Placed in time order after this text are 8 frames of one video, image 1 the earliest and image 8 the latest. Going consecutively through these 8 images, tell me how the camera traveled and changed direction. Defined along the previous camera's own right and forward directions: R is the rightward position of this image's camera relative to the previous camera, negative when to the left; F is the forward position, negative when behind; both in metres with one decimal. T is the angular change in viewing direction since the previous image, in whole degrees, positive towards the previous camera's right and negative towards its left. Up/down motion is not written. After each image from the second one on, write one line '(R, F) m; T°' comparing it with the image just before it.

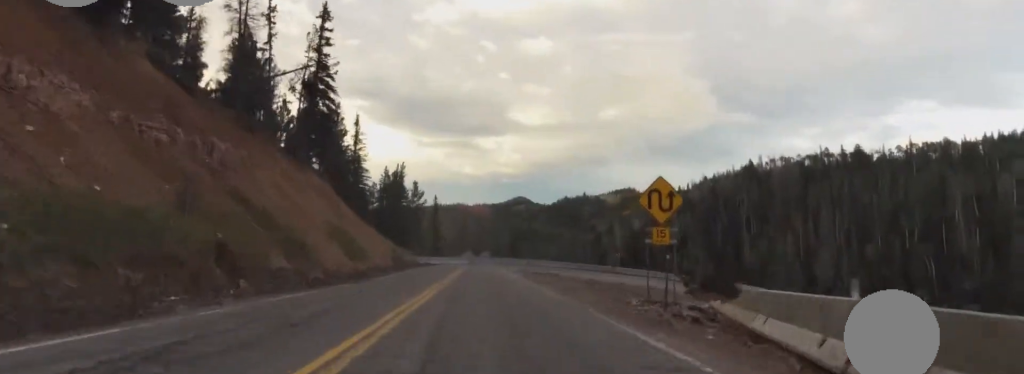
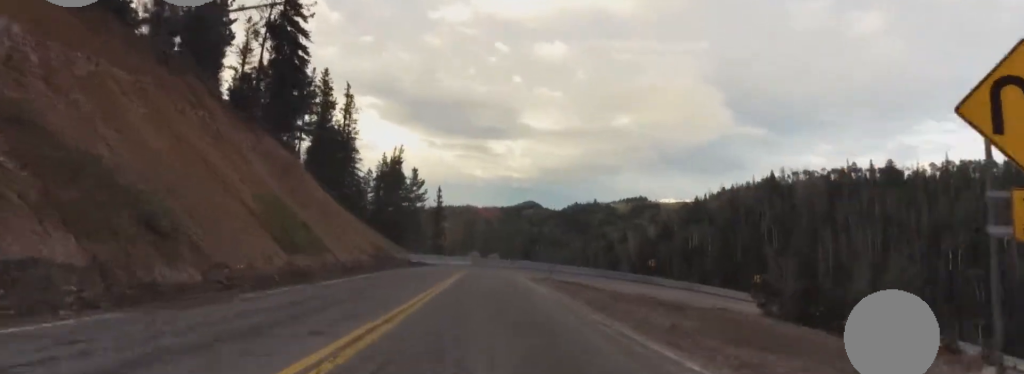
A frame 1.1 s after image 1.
(+0.4, +13.6) m; +1°
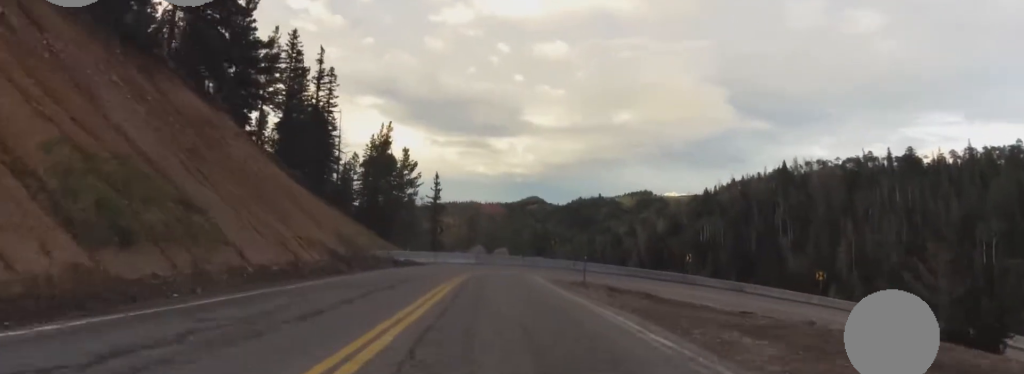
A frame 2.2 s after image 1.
(-0.4, +12.8) m; -5°
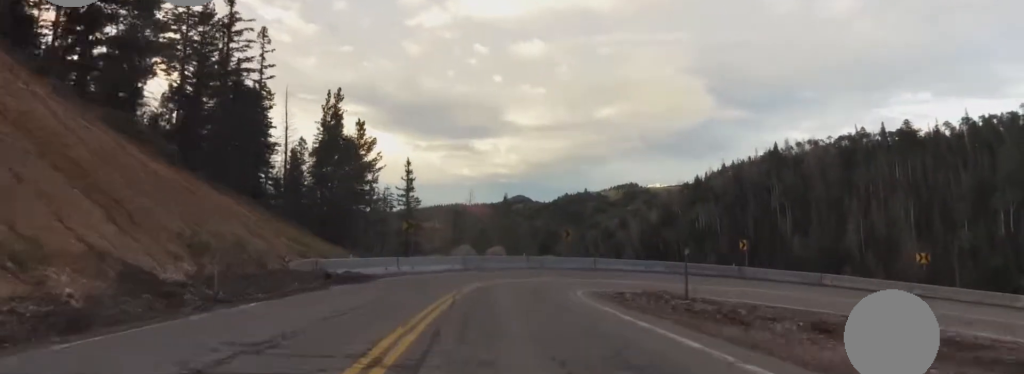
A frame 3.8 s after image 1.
(-0.1, +15.9) m; +1°
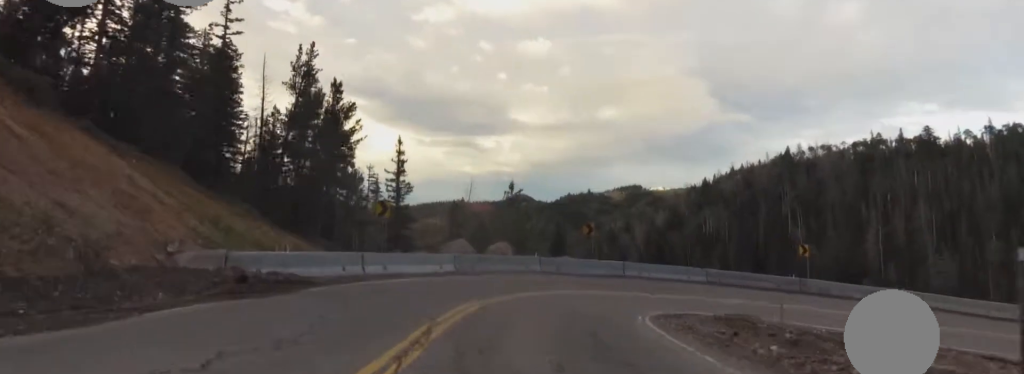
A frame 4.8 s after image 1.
(-0.1, +9.0) m; +6°
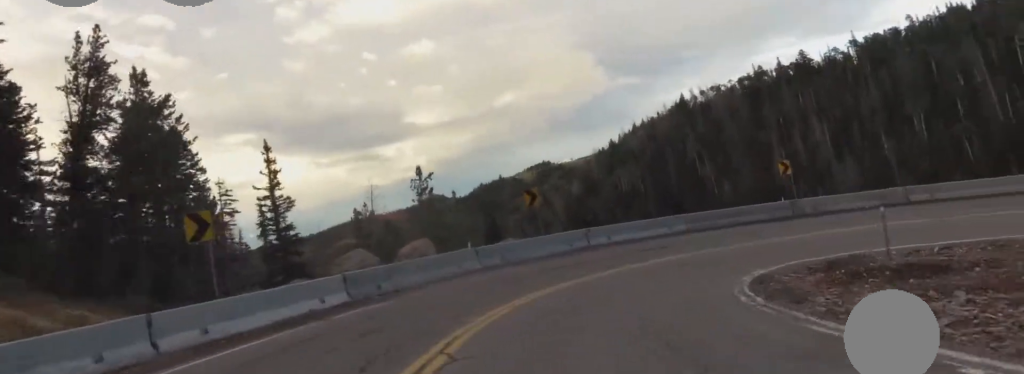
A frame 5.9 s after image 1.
(+1.3, +9.1) m; +23°
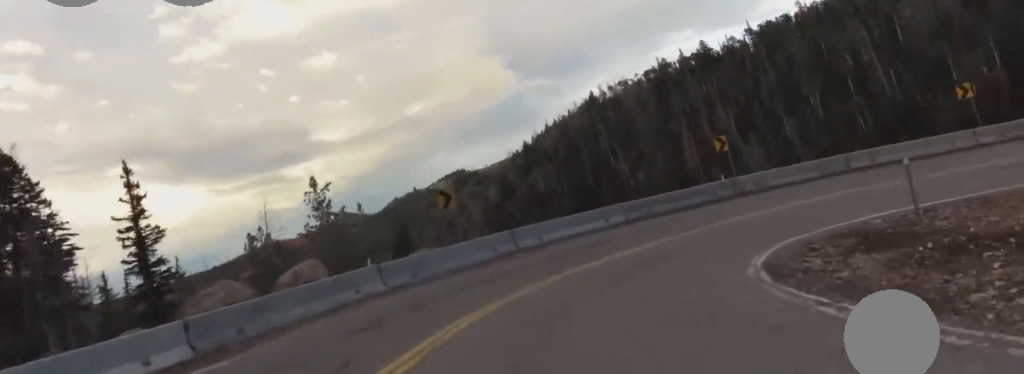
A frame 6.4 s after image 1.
(+0.5, +3.6) m; +9°
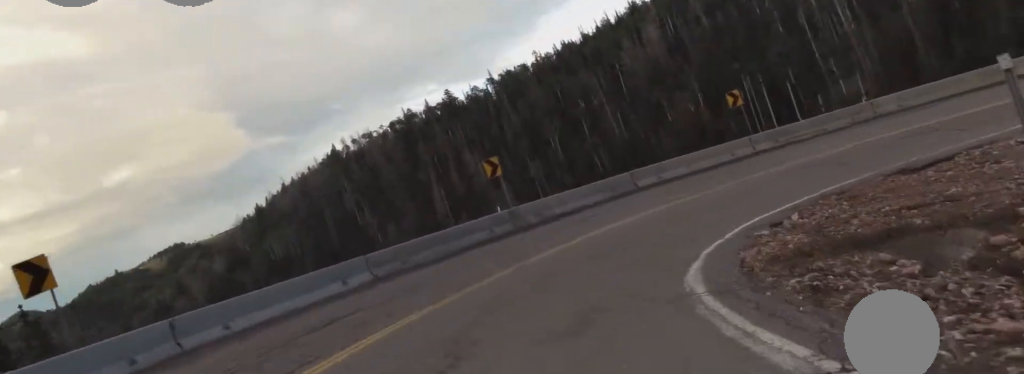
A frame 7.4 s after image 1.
(+1.0, +6.5) m; +16°
